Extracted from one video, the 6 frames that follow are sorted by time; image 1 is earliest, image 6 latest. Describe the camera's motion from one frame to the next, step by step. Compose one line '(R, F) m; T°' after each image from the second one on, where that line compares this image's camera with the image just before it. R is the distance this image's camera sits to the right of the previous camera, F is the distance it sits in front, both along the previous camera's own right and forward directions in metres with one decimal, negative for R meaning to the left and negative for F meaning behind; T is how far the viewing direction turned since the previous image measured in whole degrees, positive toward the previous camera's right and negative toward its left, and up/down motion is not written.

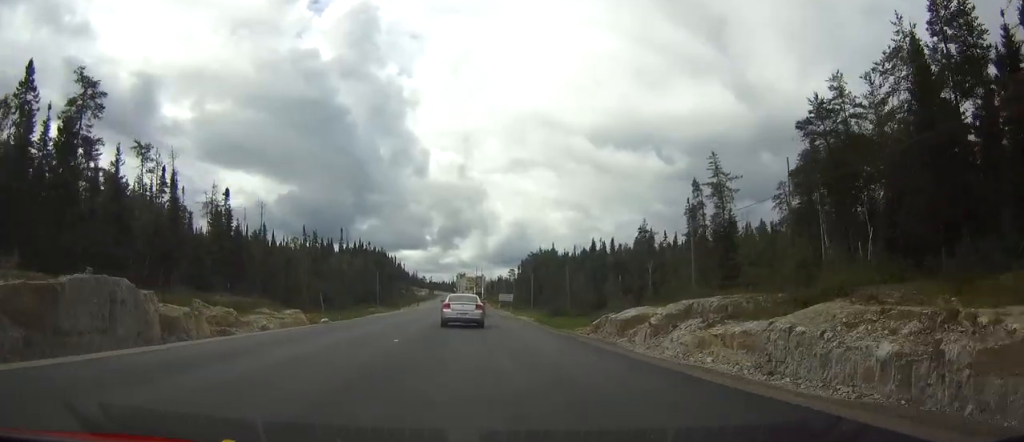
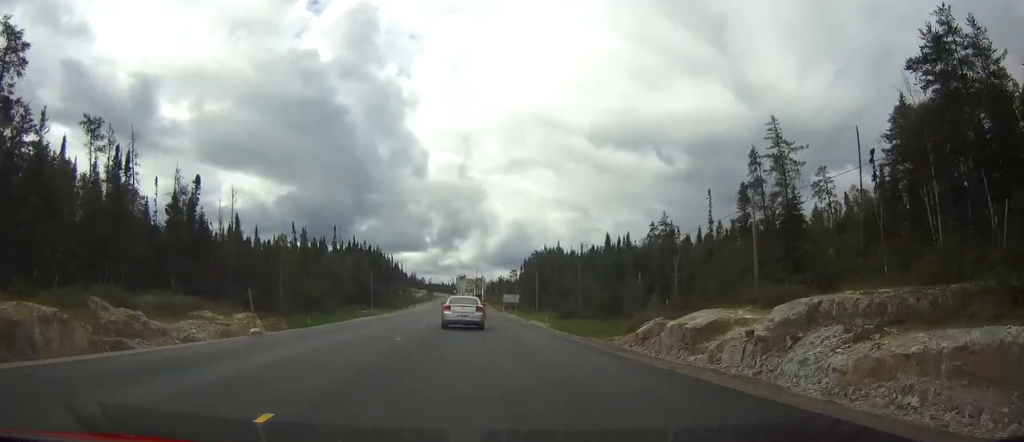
(0.0, +12.9) m; 0°
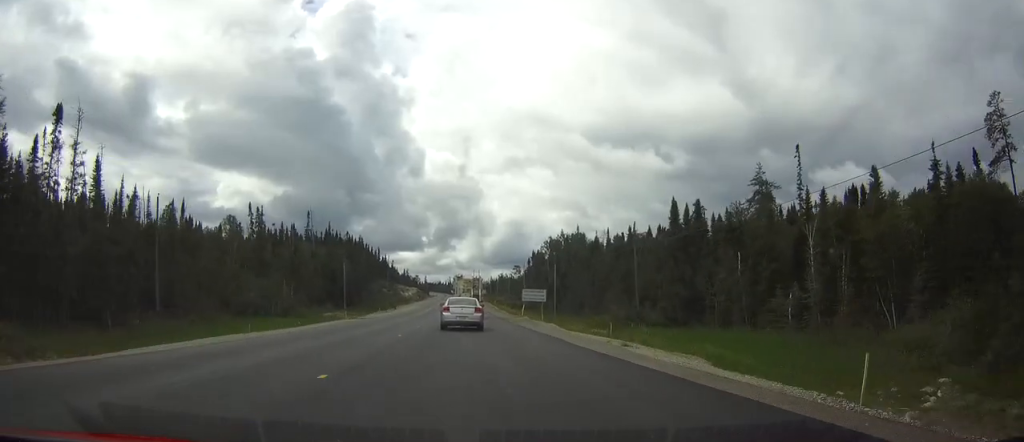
(0.0, +38.0) m; 0°
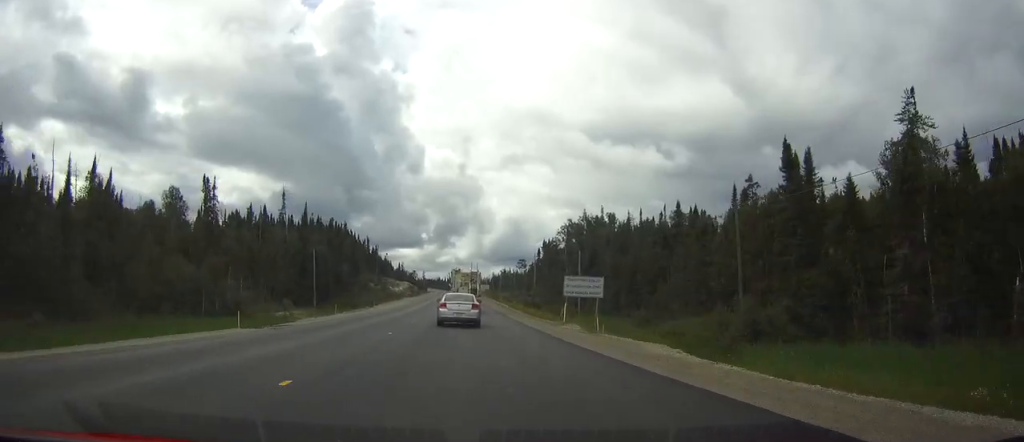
(0.0, +28.5) m; 0°
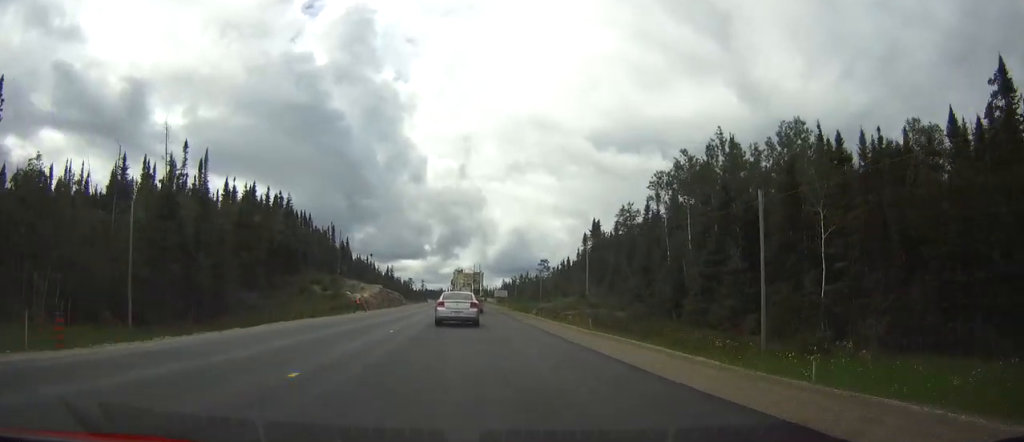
(-0.1, +66.7) m; 0°
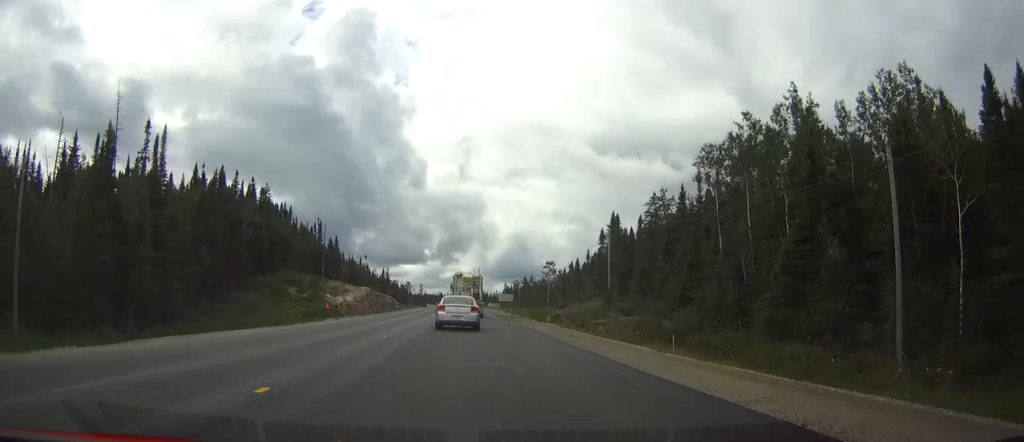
(0.0, +15.2) m; 0°
